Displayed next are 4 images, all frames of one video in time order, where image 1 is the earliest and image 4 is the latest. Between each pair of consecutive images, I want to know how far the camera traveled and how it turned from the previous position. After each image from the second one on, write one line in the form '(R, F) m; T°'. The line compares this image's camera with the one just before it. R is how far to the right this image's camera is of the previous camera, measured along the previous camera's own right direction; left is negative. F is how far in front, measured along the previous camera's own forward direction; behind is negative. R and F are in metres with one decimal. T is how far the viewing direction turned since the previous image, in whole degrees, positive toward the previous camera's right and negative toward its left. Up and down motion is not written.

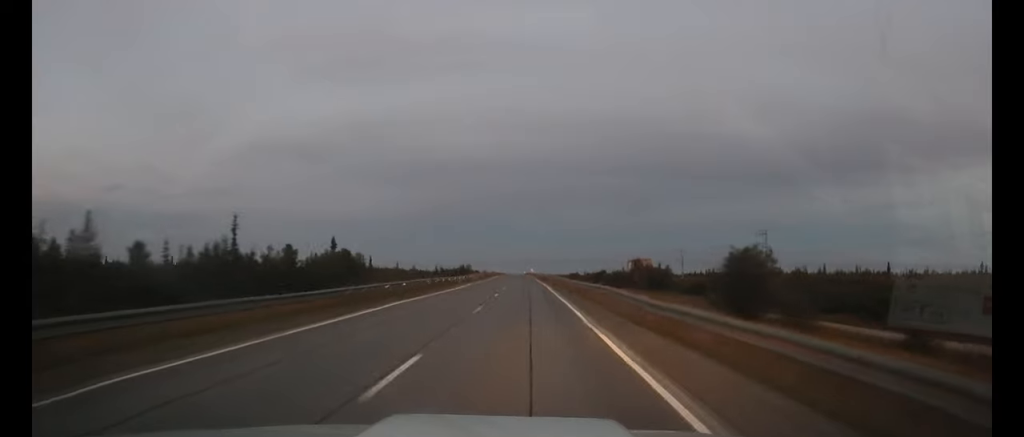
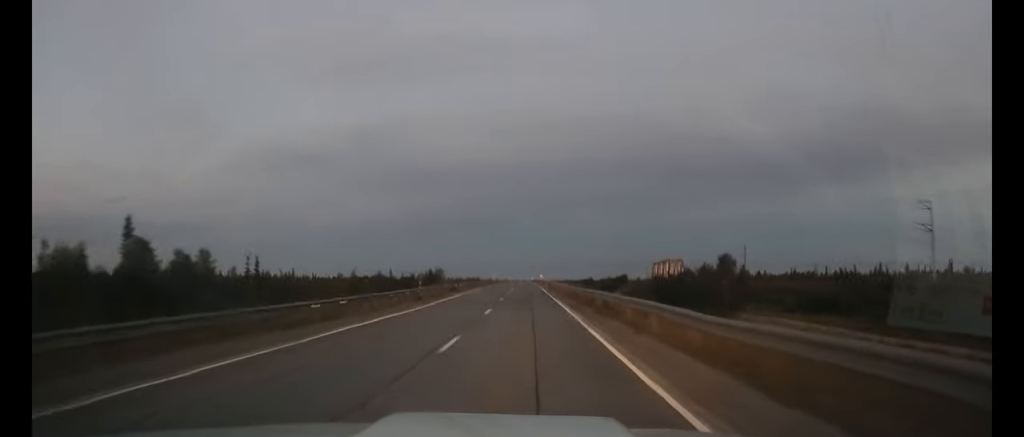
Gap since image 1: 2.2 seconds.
(-0.4, +55.2) m; -1°
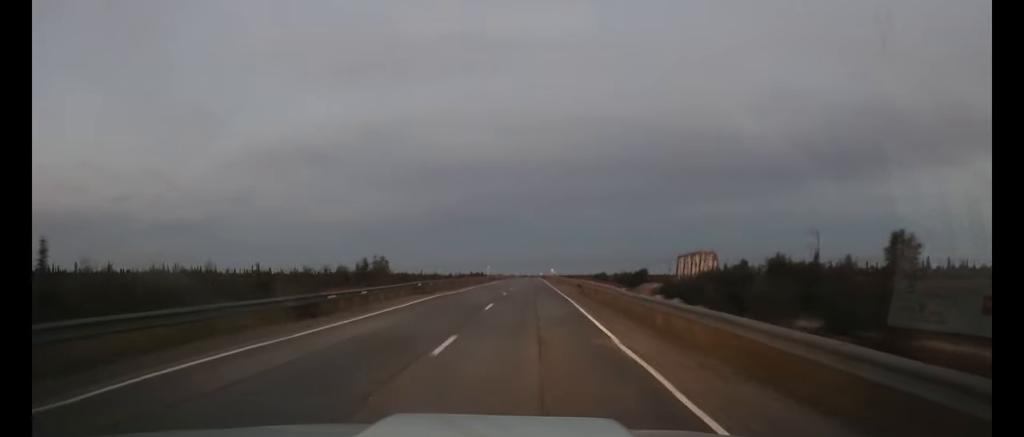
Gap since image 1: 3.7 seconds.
(-0.2, +37.8) m; -1°
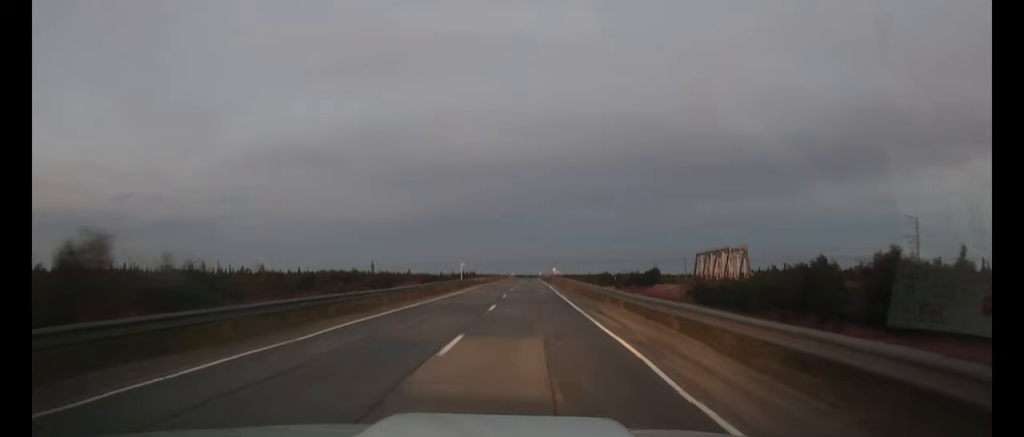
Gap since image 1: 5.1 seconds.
(-0.2, +36.2) m; 0°
